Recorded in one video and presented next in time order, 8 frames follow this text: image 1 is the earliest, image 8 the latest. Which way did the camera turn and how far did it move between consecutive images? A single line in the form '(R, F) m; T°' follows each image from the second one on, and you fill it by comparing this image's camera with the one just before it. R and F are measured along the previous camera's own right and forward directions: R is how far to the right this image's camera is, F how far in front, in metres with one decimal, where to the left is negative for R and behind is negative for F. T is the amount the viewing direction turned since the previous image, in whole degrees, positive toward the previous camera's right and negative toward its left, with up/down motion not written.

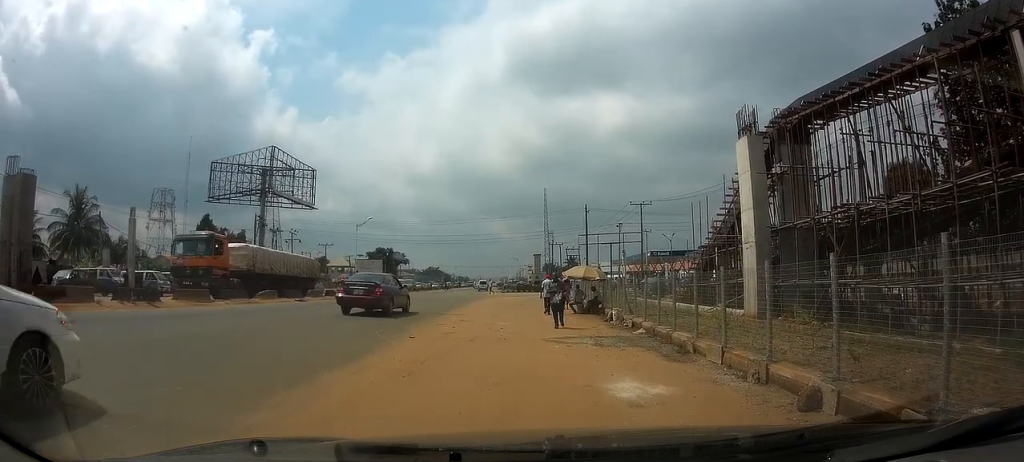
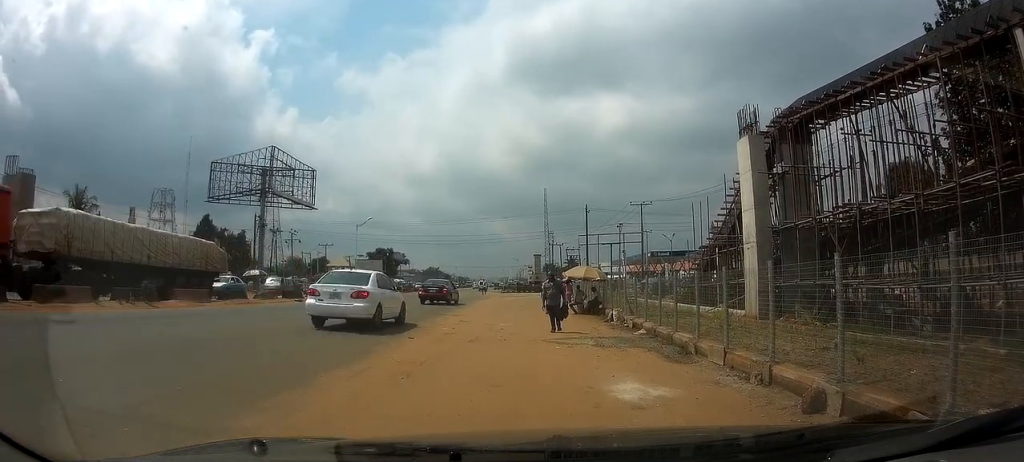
(0.0, 0.0) m; 0°
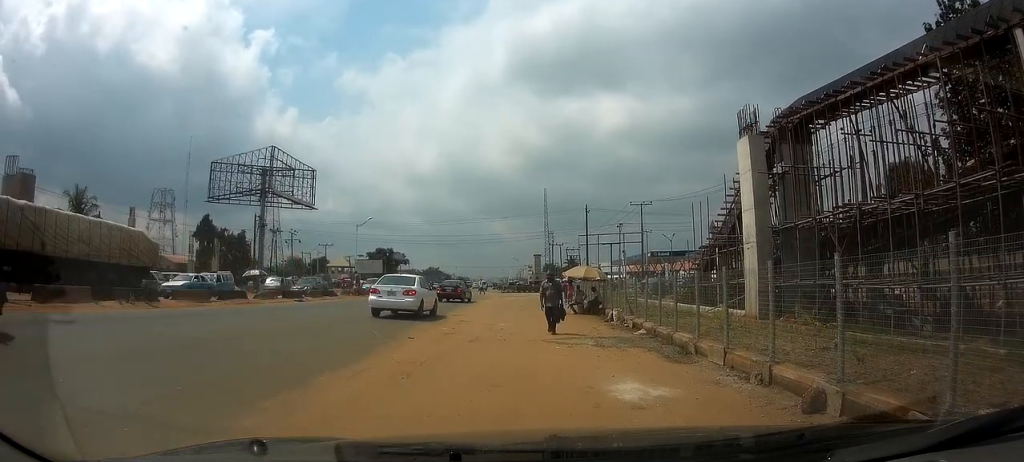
(0.0, 0.0) m; 0°
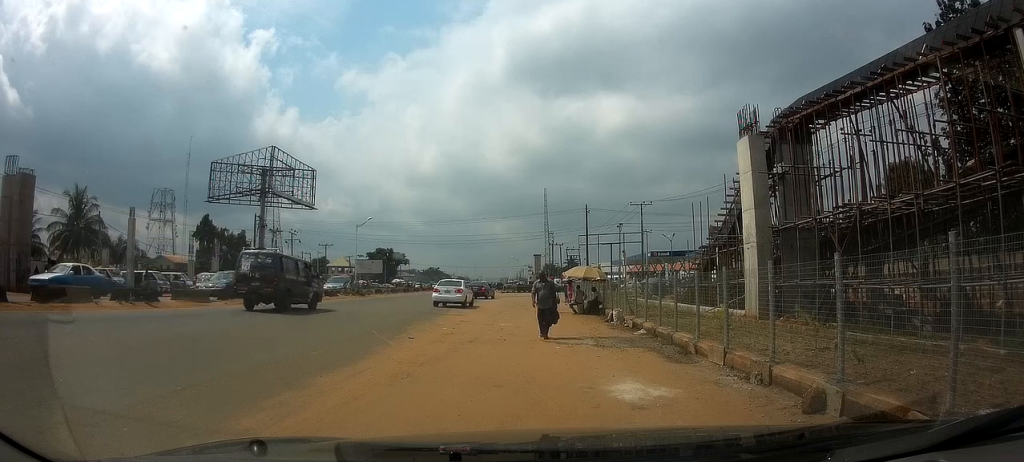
(0.0, 0.0) m; 0°
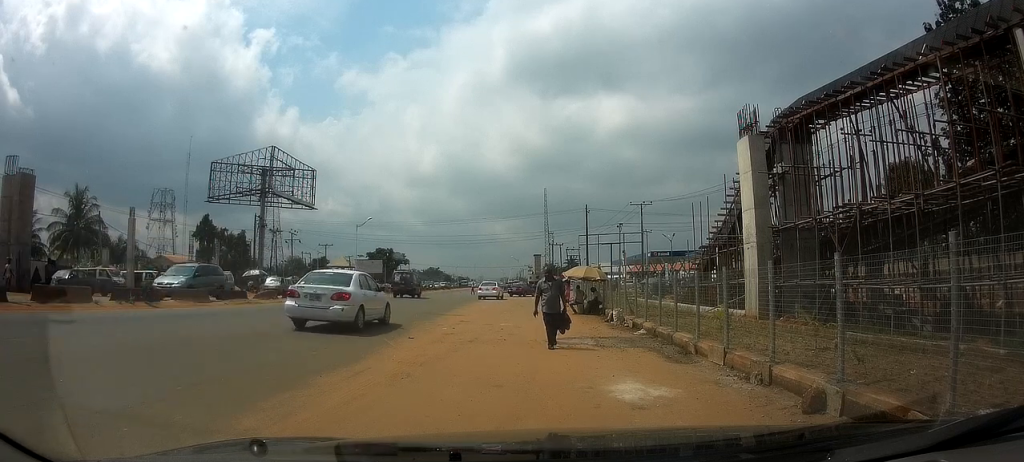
(0.0, 0.0) m; 0°
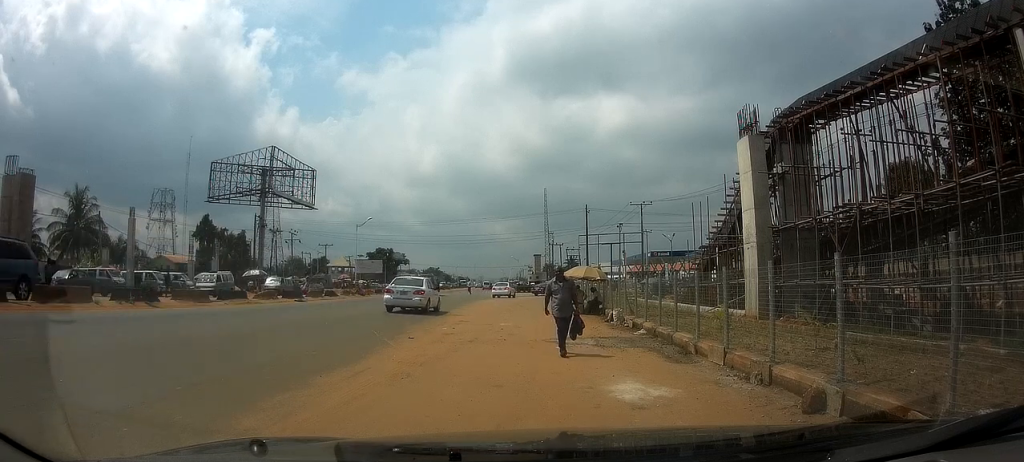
(0.0, 0.0) m; 0°
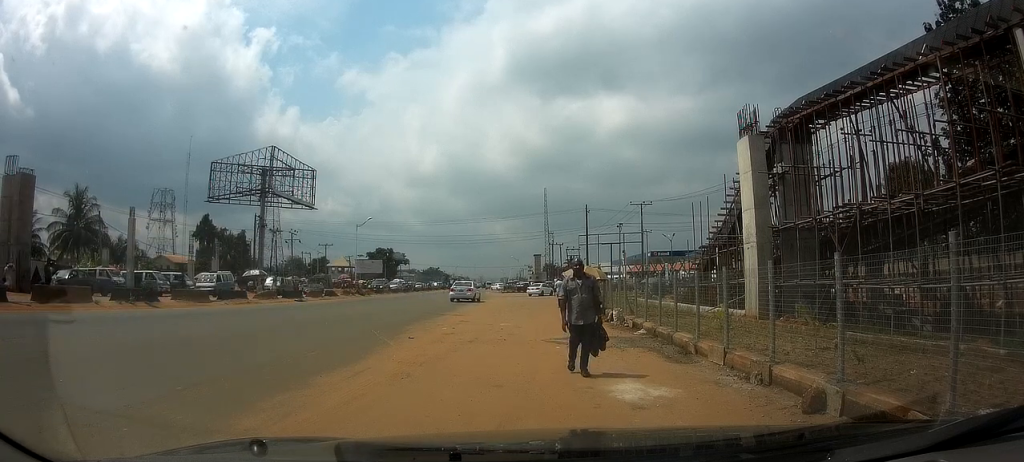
(0.0, 0.0) m; 0°
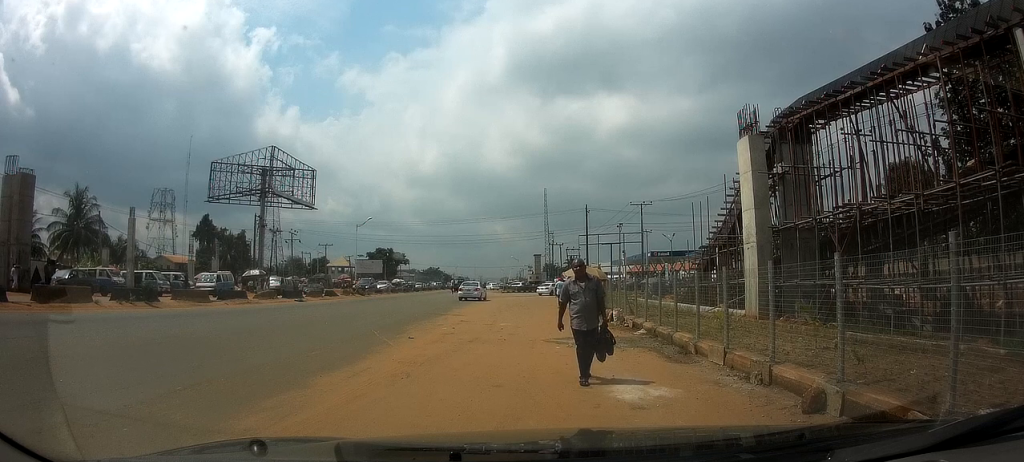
(0.0, 0.0) m; 0°
